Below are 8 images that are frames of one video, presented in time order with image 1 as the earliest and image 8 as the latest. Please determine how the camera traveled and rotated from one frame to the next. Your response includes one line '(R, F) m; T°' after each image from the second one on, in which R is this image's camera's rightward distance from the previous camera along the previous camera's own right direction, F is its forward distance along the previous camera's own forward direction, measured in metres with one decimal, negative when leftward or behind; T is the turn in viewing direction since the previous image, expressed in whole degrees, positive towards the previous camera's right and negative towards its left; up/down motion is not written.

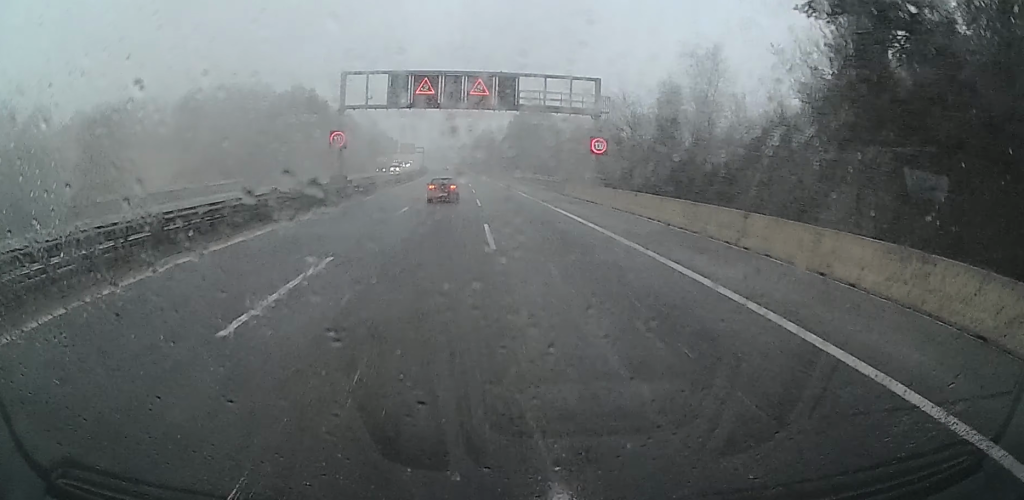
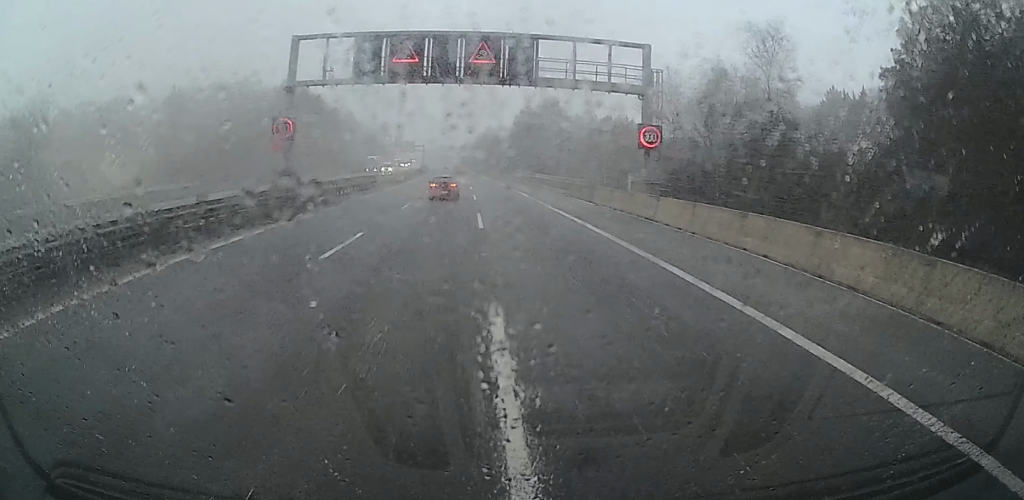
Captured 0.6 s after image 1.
(+0.6, +13.4) m; -1°
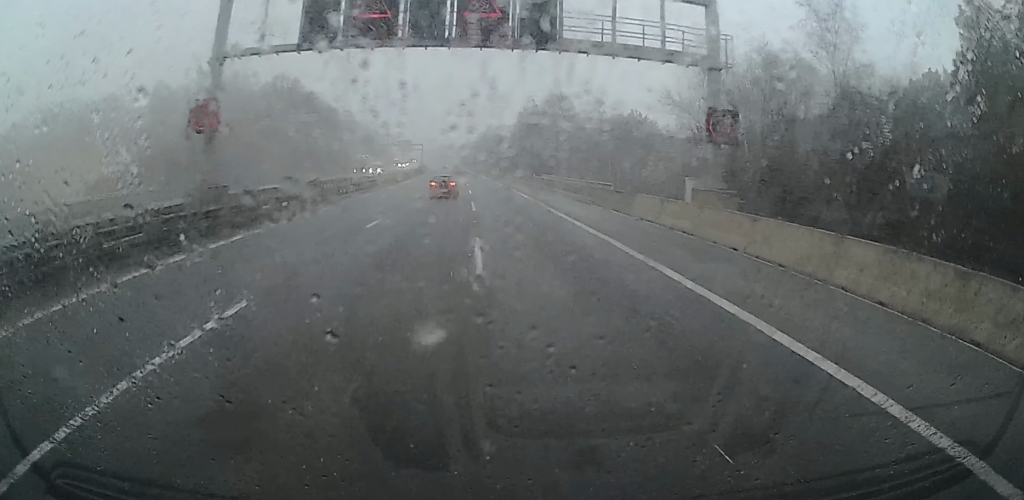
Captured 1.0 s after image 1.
(-0.3, +9.6) m; -1°
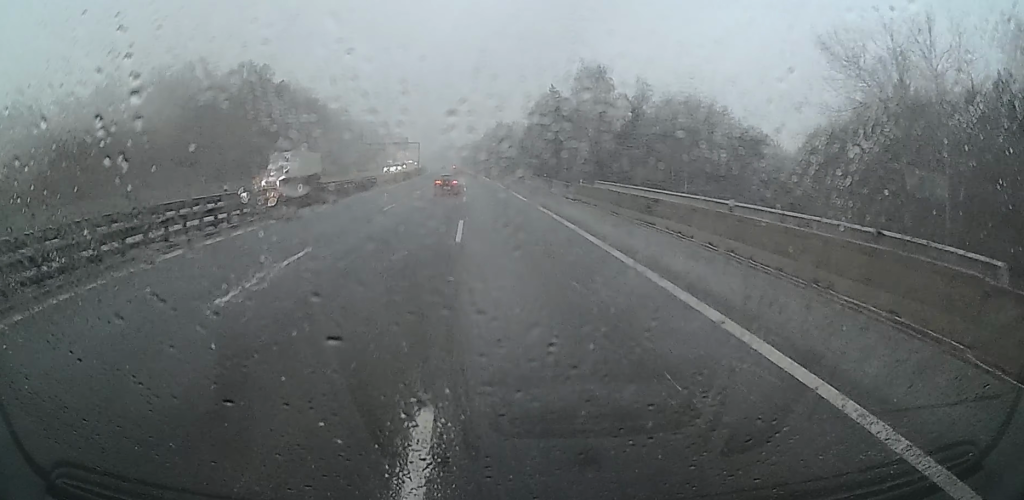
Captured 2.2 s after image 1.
(-0.9, +28.6) m; -2°
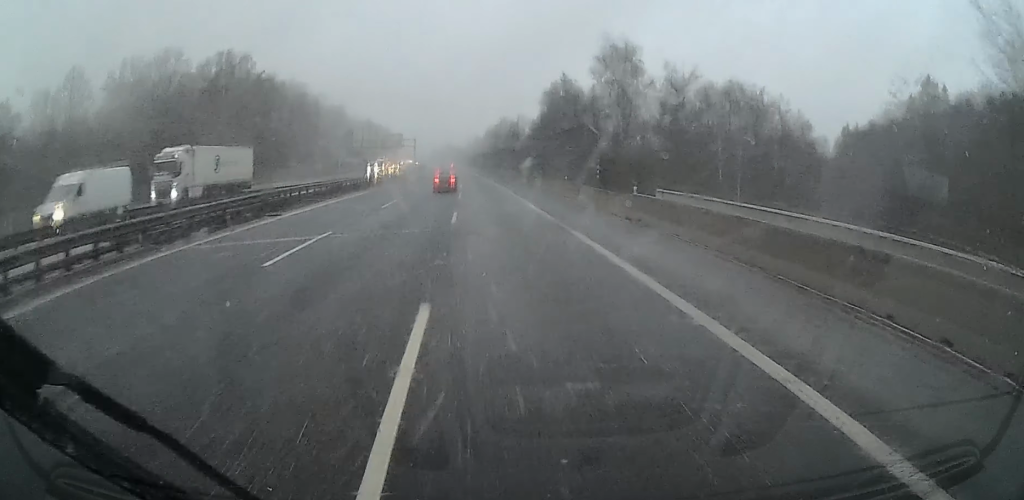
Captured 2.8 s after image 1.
(+0.3, +14.4) m; 0°
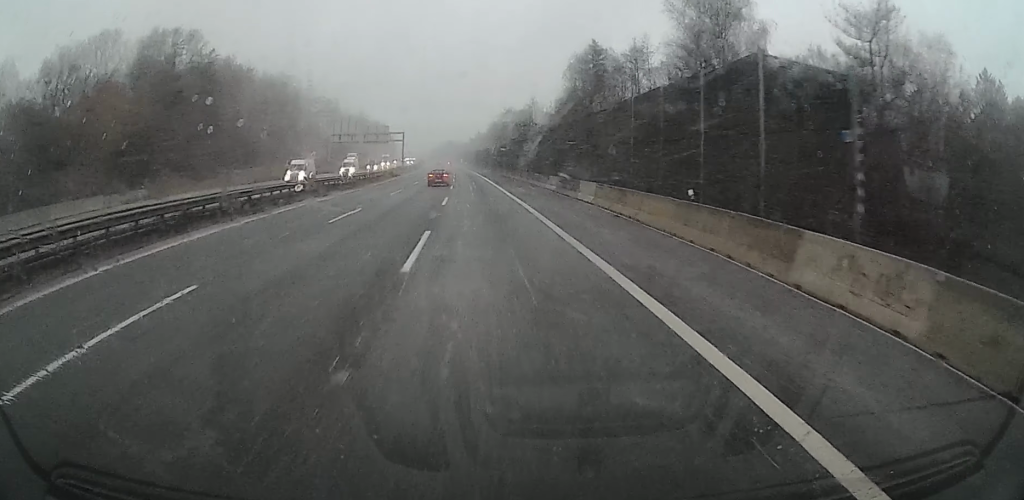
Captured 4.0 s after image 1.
(-0.8, +26.5) m; -1°
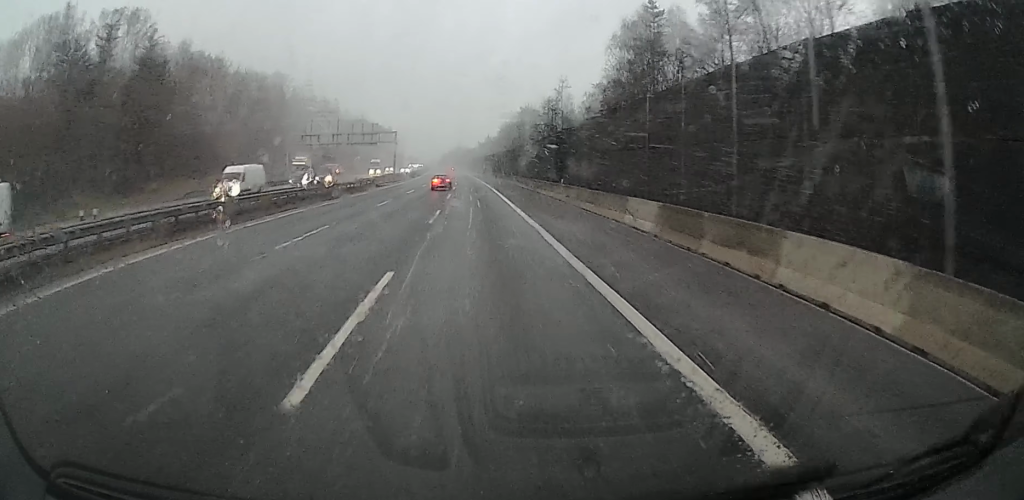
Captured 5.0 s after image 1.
(+0.3, +23.8) m; +1°
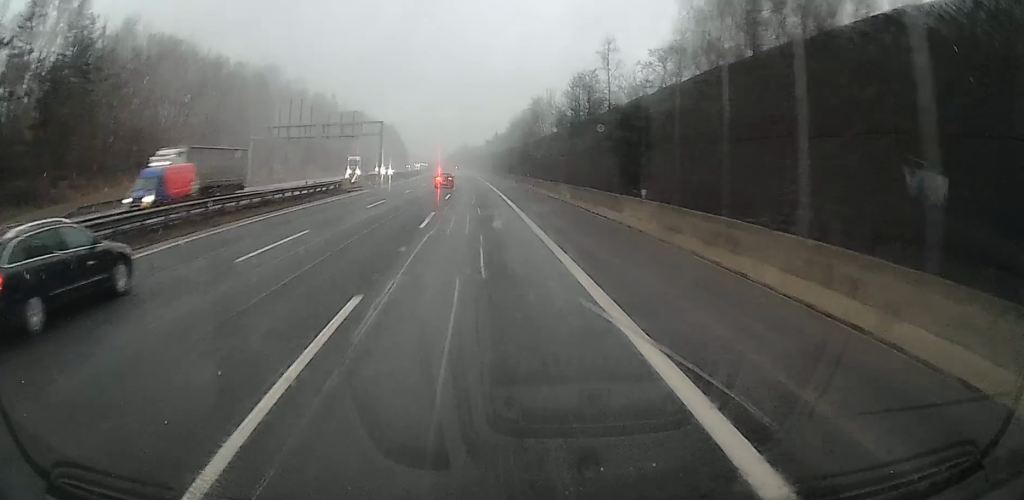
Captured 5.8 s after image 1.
(+0.4, +19.2) m; -2°
